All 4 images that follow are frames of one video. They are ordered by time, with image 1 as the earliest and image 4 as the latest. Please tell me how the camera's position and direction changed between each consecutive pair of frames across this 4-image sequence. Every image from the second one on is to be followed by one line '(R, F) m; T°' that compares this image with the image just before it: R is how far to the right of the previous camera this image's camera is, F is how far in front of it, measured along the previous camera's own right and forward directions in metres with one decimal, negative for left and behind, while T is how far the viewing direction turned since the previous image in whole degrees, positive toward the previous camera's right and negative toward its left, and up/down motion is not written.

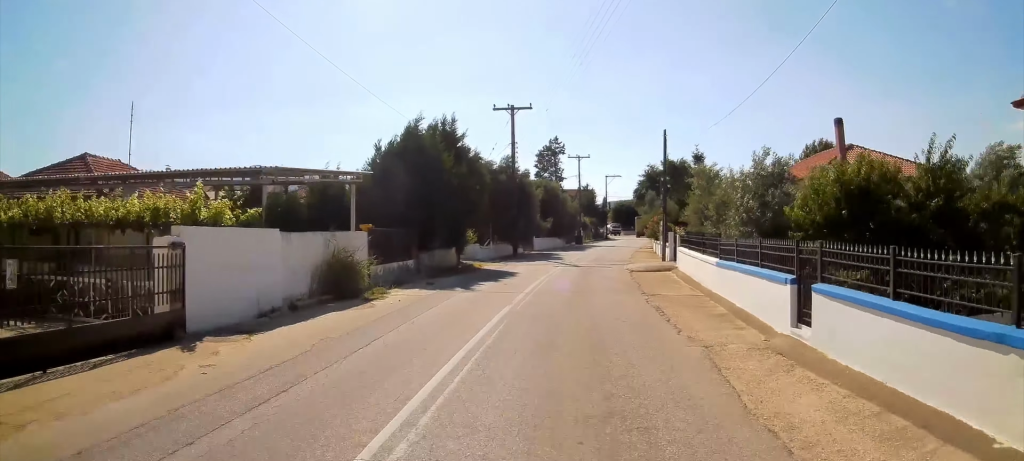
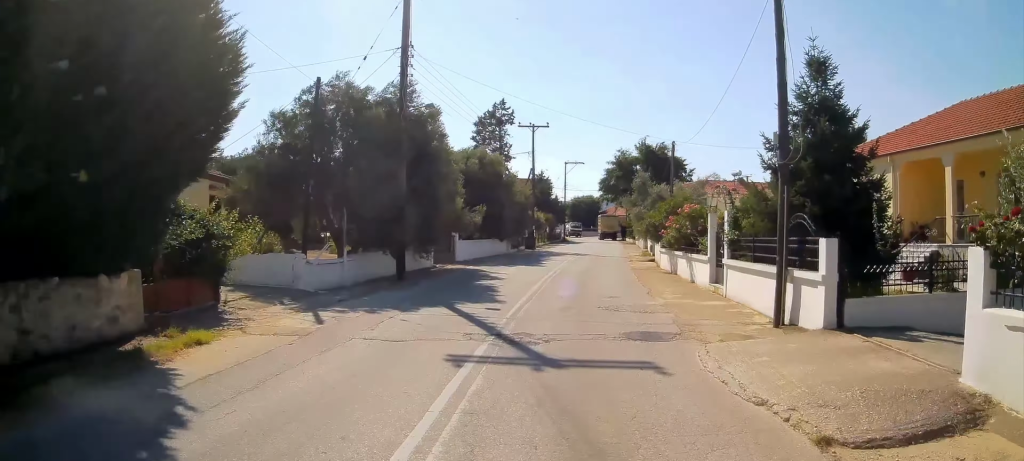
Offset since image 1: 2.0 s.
(+0.4, +21.5) m; +2°
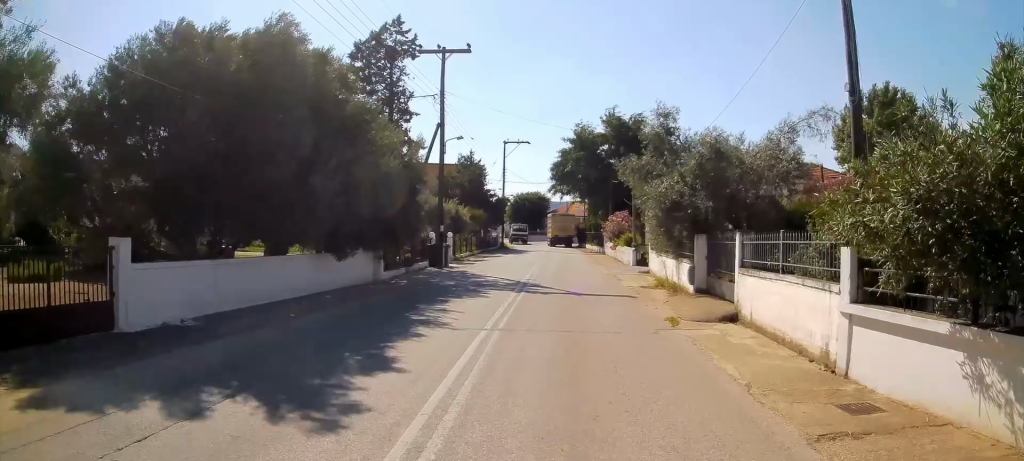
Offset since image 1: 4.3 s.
(+1.3, +23.2) m; +6°
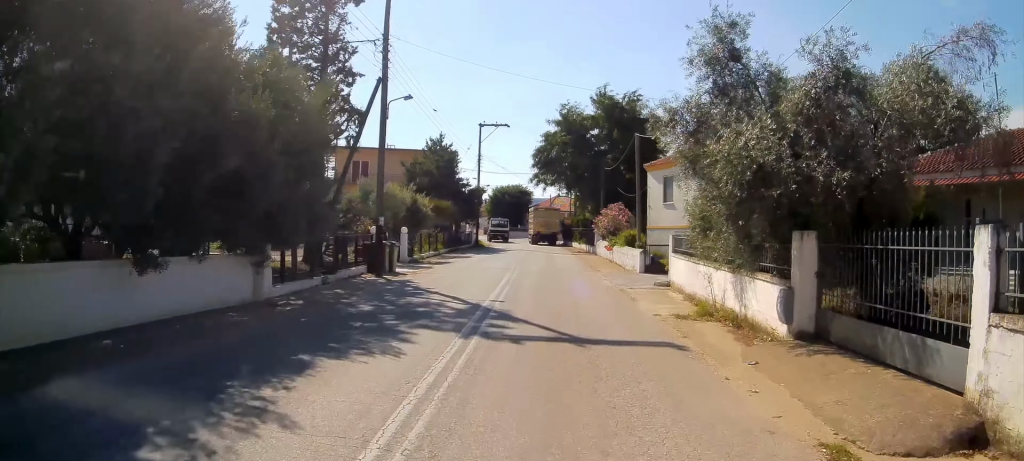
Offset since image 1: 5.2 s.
(+0.3, +9.0) m; +2°
